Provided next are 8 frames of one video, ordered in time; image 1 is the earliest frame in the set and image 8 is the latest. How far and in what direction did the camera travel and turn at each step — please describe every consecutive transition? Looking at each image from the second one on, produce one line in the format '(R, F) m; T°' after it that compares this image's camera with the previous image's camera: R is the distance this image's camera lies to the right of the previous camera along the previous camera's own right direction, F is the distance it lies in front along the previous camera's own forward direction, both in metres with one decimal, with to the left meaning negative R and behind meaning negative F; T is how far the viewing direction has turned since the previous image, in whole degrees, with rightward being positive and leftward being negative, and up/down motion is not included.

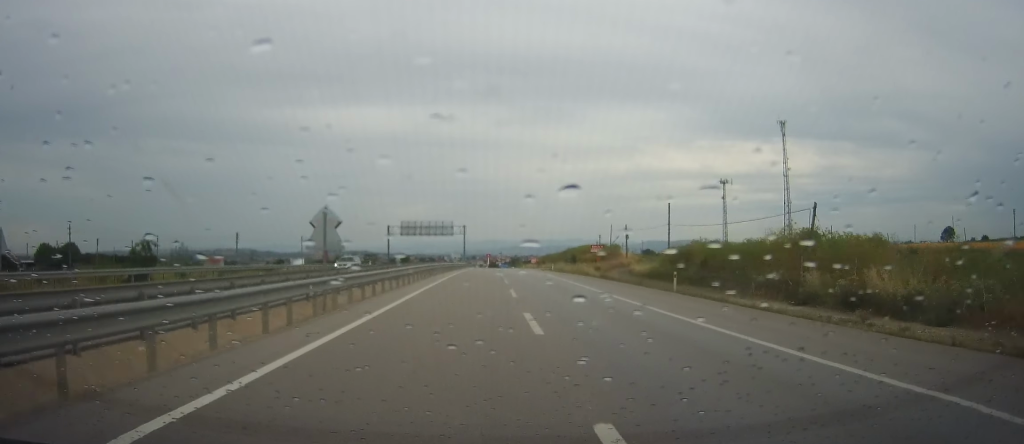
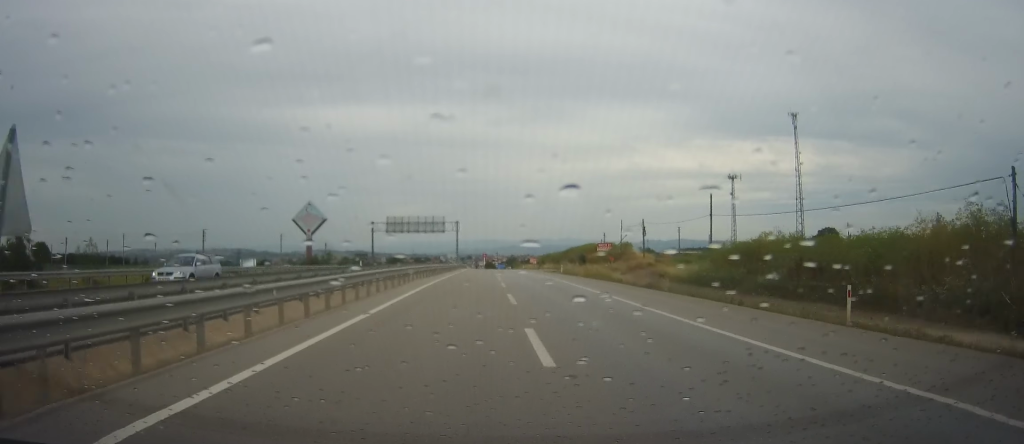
(-0.1, +14.3) m; 0°
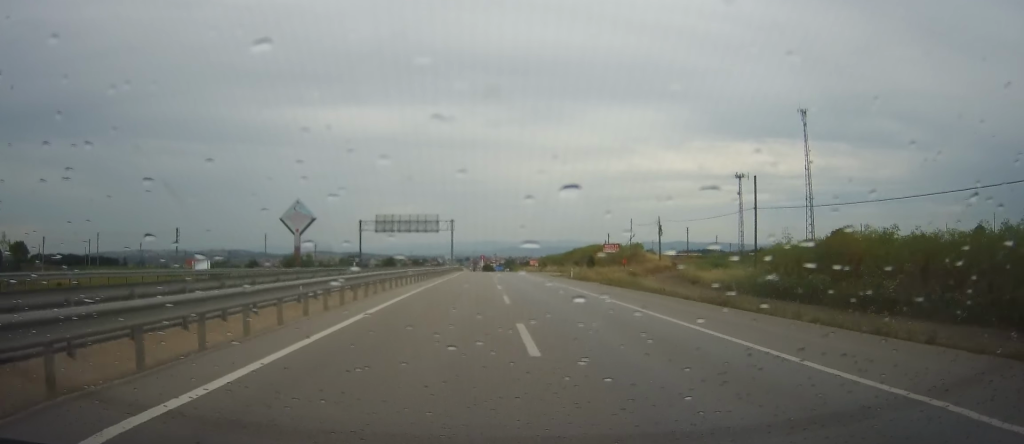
(-0.2, +9.5) m; 0°
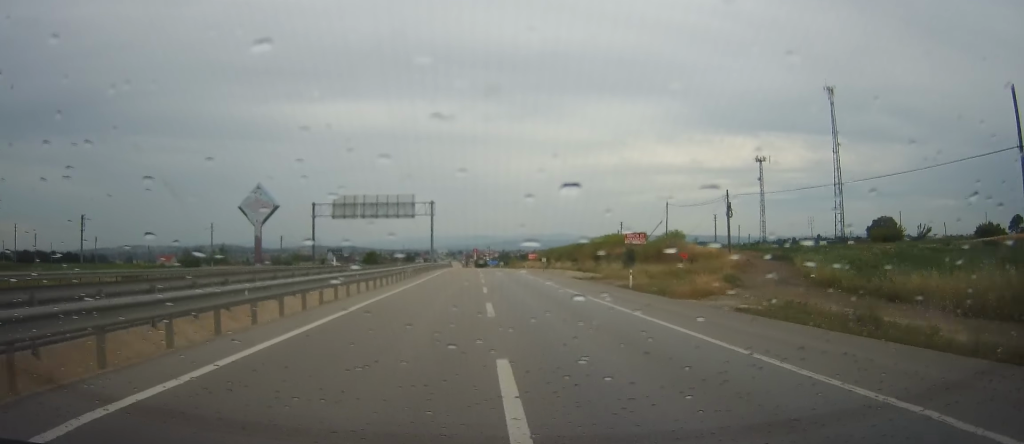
(+0.7, +26.9) m; +1°
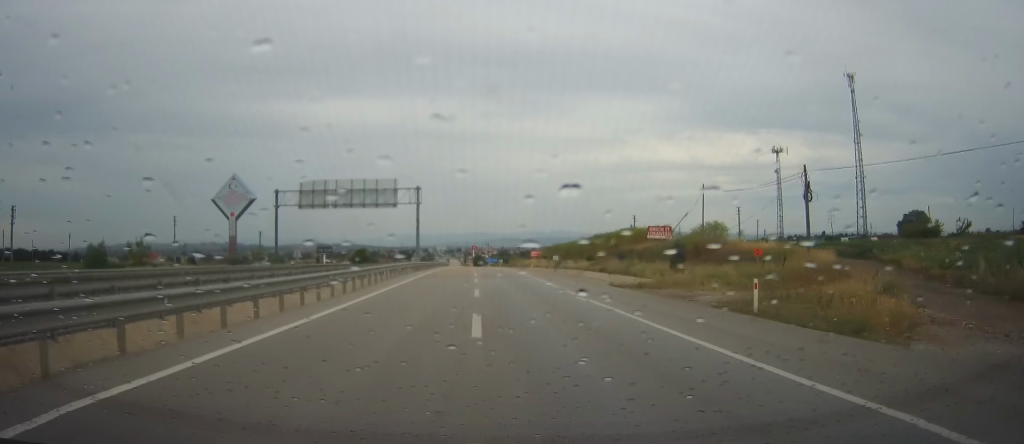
(-0.3, +15.2) m; 0°
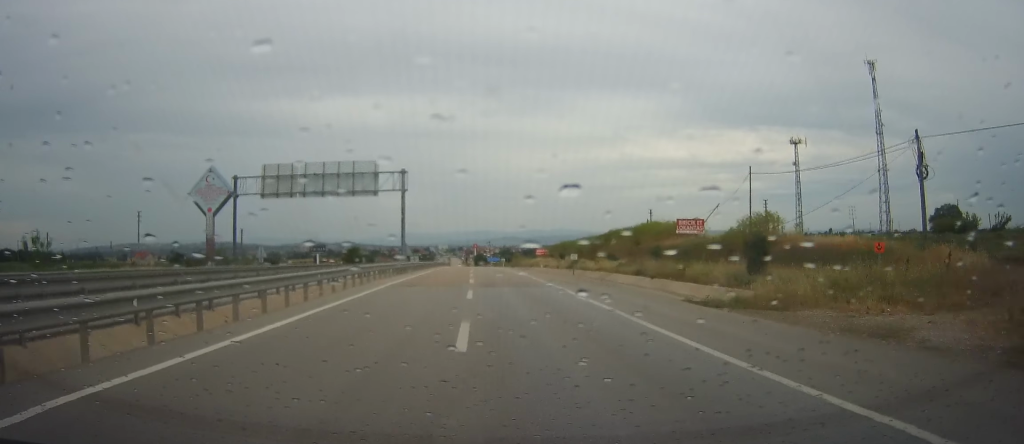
(0.0, +12.5) m; 0°
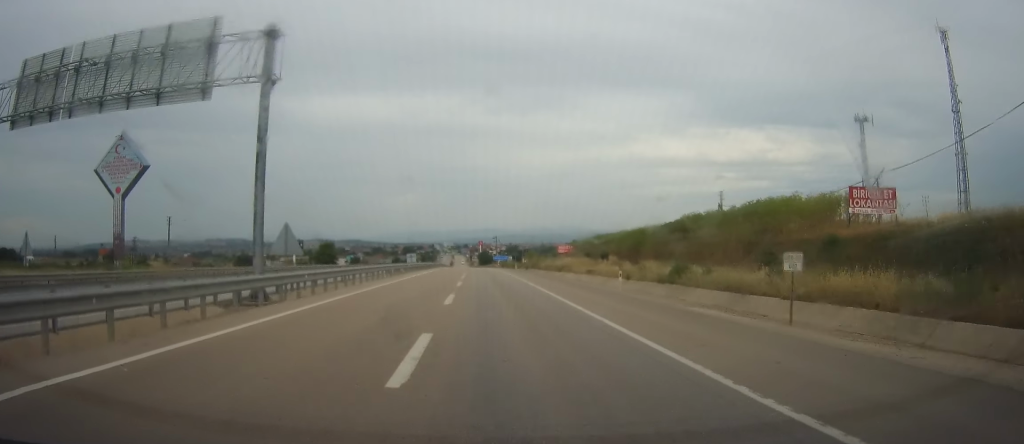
(-0.1, +36.9) m; 0°
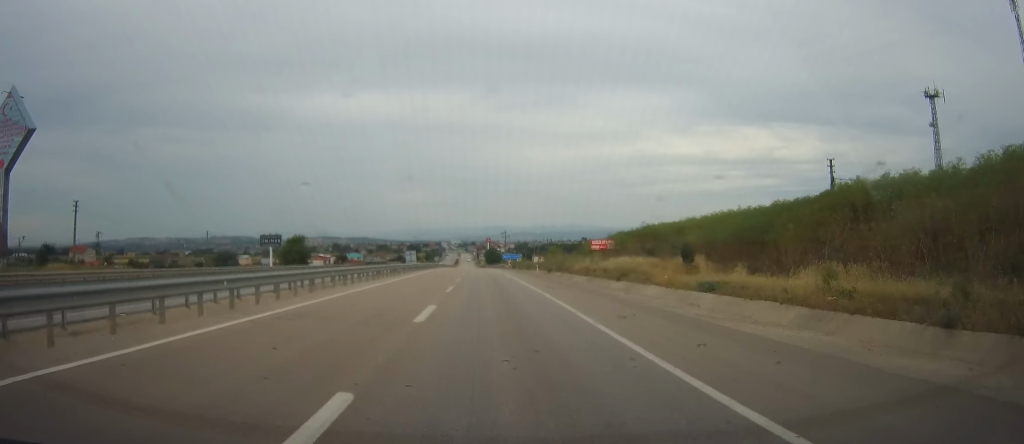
(+0.2, +29.1) m; 0°
